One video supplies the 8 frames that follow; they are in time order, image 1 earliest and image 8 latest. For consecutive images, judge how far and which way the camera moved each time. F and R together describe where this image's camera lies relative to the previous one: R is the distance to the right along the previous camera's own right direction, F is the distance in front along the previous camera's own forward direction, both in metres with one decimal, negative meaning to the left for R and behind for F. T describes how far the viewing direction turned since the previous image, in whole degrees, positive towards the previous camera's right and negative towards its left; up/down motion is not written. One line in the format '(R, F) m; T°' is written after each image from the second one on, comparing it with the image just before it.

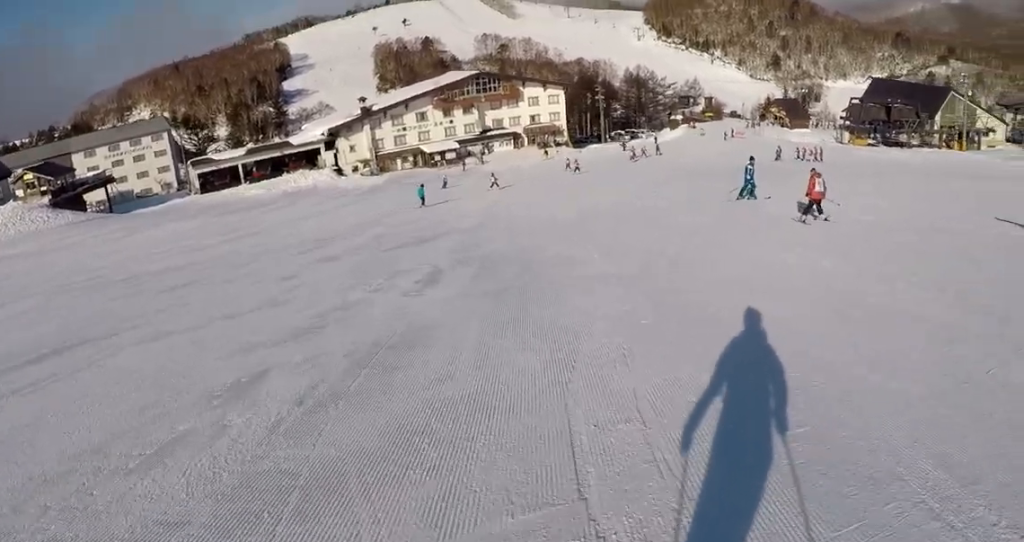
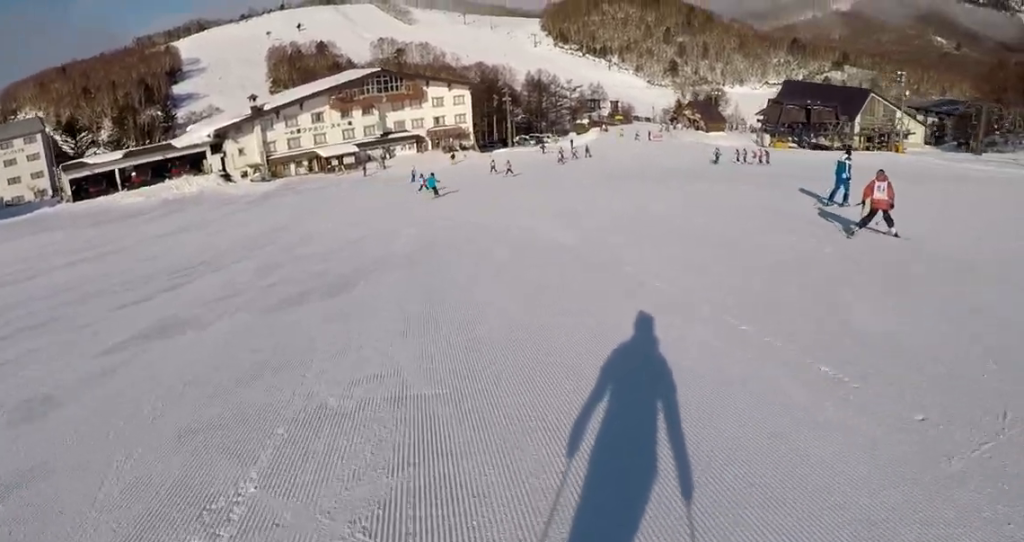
(+0.8, +8.6) m; +11°
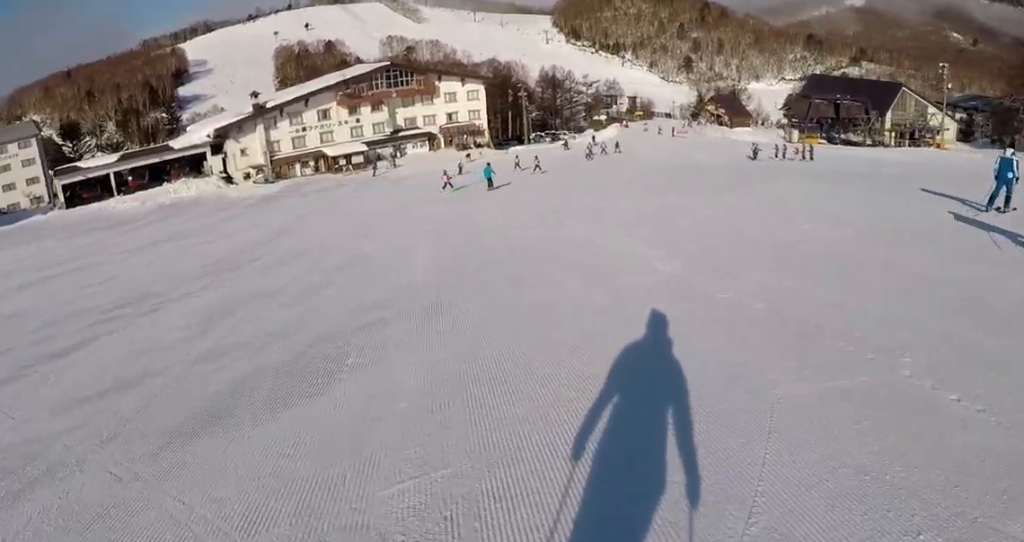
(+0.2, +4.9) m; +6°
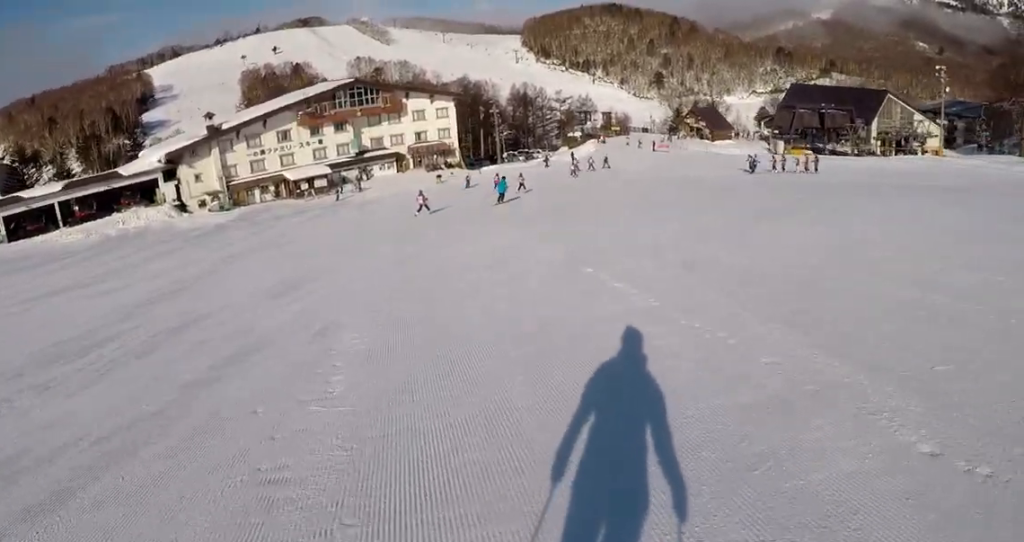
(+0.5, +6.1) m; +3°
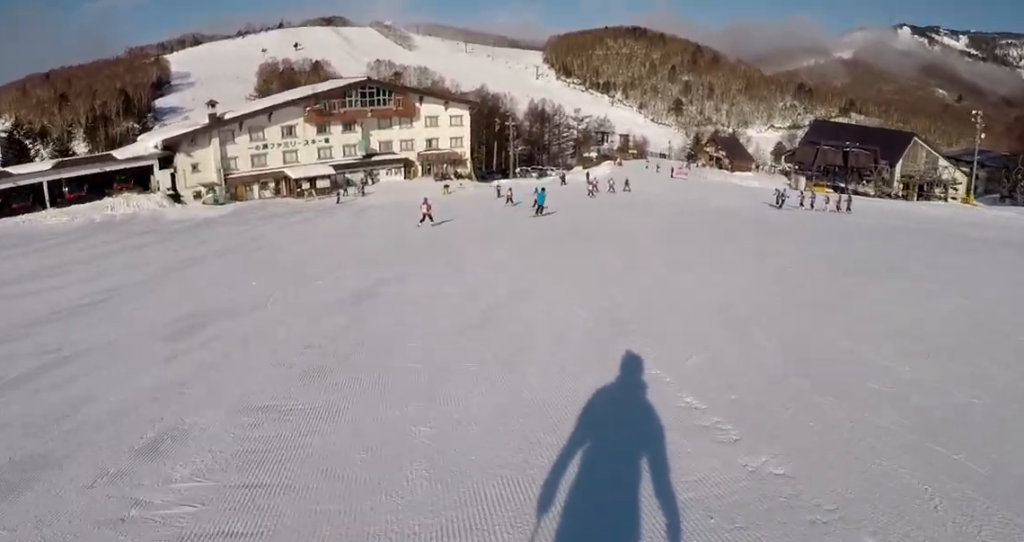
(+0.1, +4.0) m; +2°
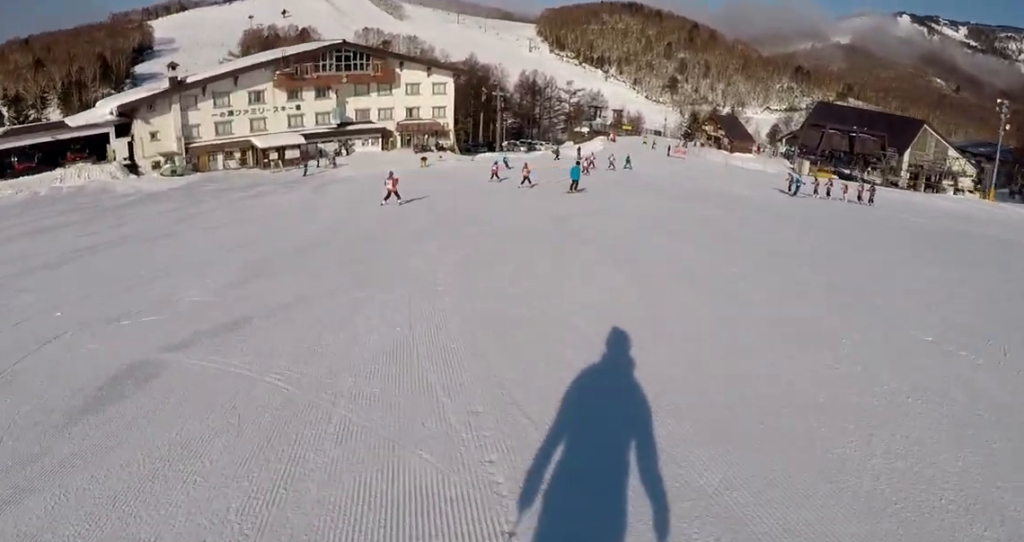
(0.0, +5.8) m; +3°
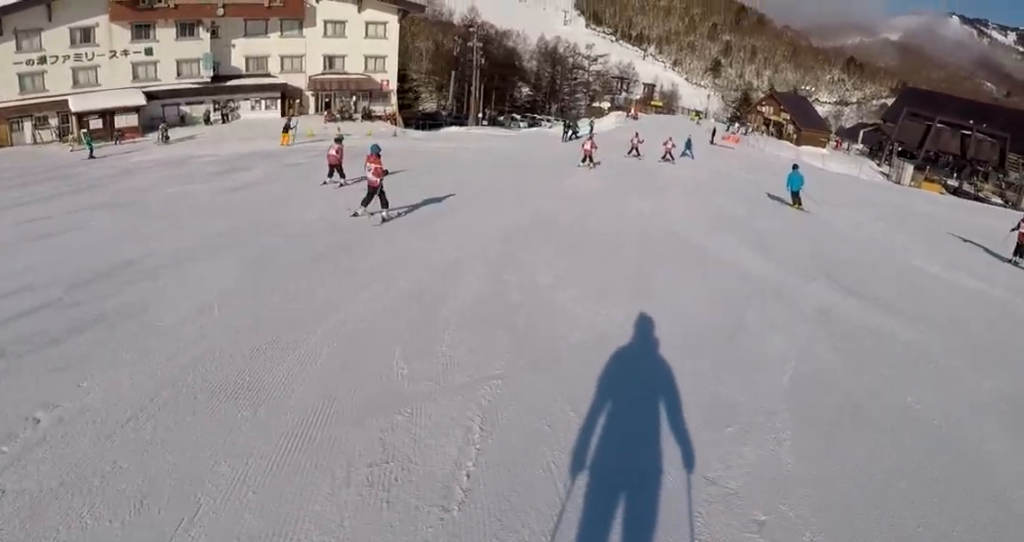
(-2.2, +31.7) m; -9°
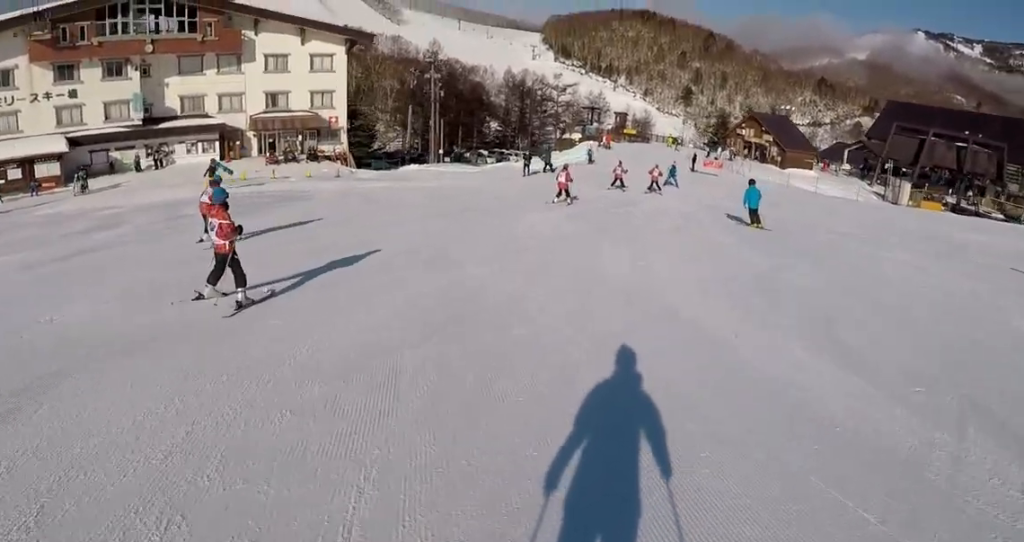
(-0.2, +5.6) m; -2°
